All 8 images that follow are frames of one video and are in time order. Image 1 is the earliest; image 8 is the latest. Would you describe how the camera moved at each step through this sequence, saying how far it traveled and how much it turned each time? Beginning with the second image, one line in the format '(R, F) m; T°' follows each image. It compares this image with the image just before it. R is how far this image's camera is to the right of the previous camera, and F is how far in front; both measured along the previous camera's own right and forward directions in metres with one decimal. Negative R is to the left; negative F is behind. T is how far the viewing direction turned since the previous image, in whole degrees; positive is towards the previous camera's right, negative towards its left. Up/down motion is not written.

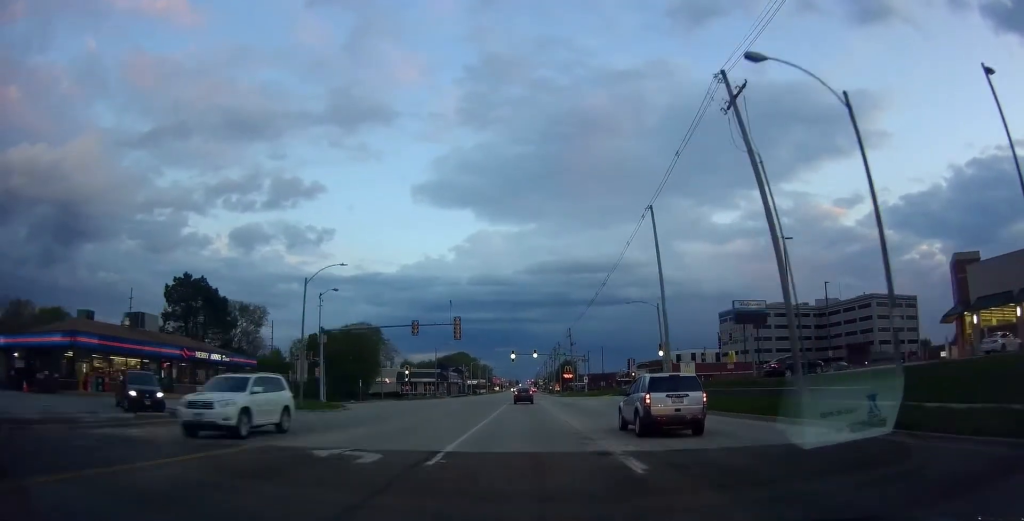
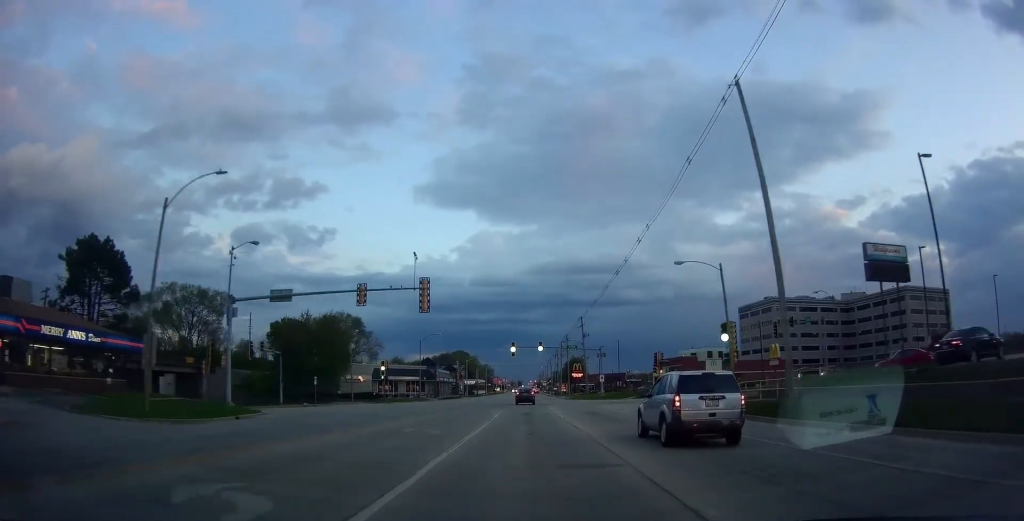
(+0.2, +18.7) m; -1°
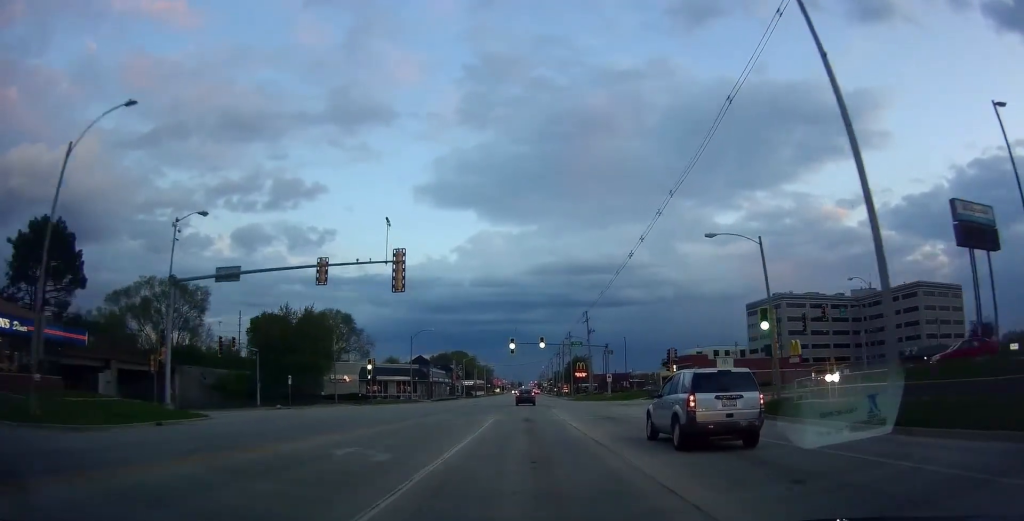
(-0.1, +7.4) m; -1°
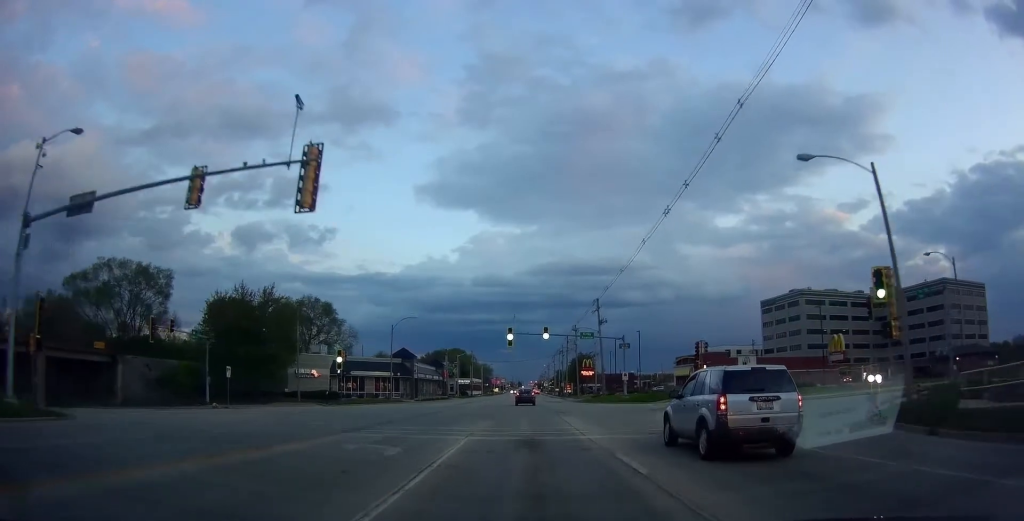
(-0.2, +11.9) m; +1°
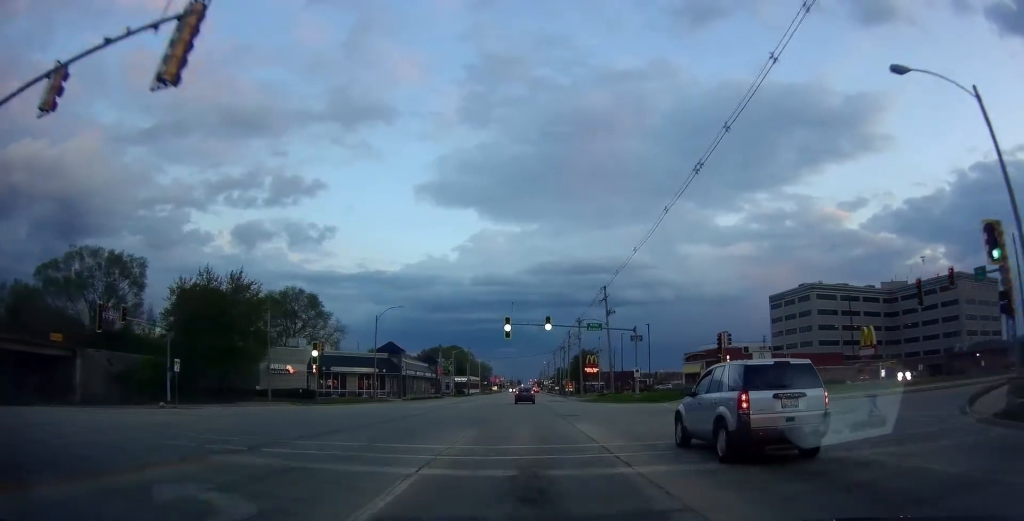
(-0.3, +6.8) m; +1°
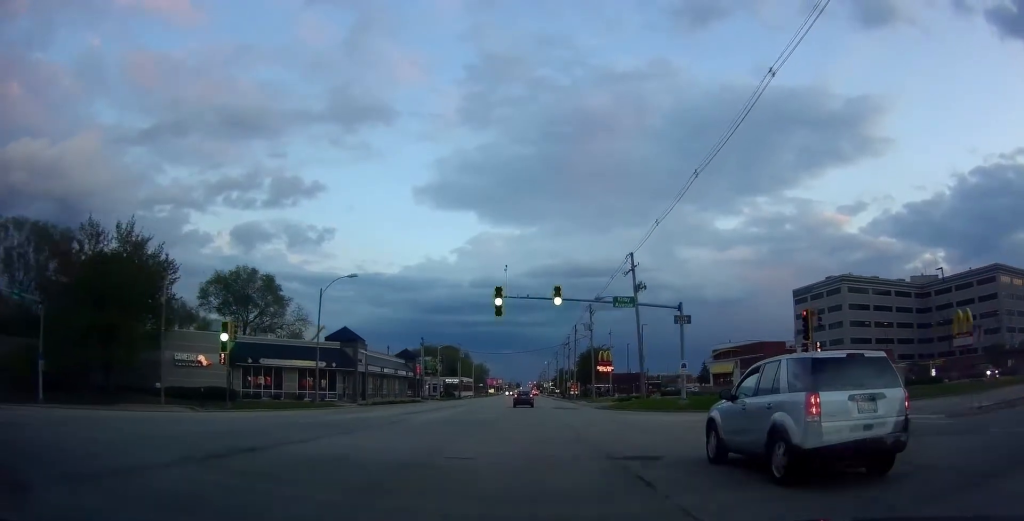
(+1.0, +16.8) m; 0°
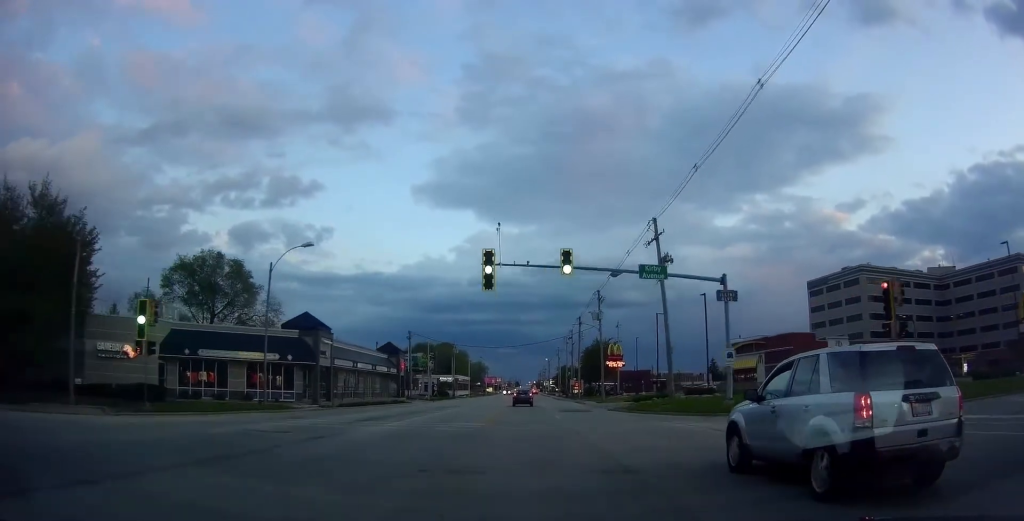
(-0.3, +9.1) m; -1°
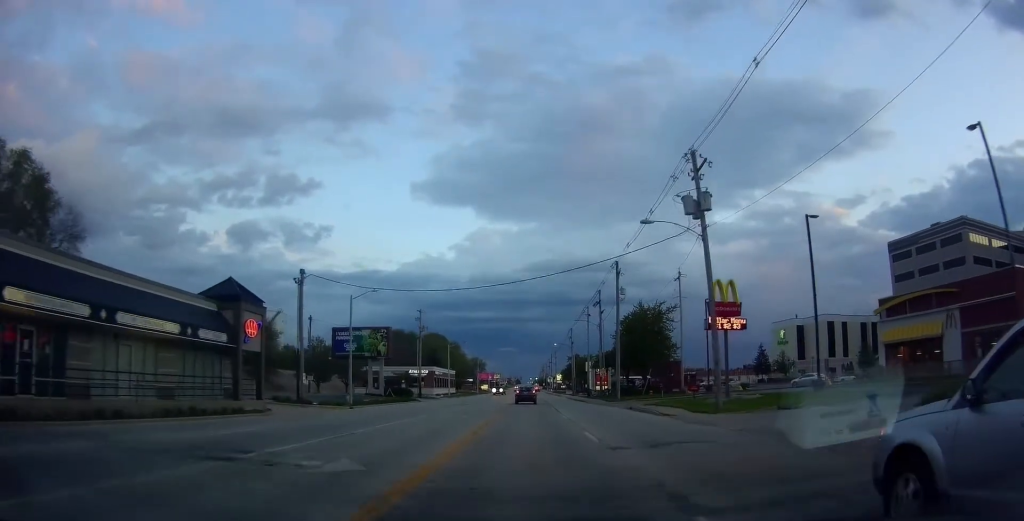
(-0.2, +38.7) m; +2°
